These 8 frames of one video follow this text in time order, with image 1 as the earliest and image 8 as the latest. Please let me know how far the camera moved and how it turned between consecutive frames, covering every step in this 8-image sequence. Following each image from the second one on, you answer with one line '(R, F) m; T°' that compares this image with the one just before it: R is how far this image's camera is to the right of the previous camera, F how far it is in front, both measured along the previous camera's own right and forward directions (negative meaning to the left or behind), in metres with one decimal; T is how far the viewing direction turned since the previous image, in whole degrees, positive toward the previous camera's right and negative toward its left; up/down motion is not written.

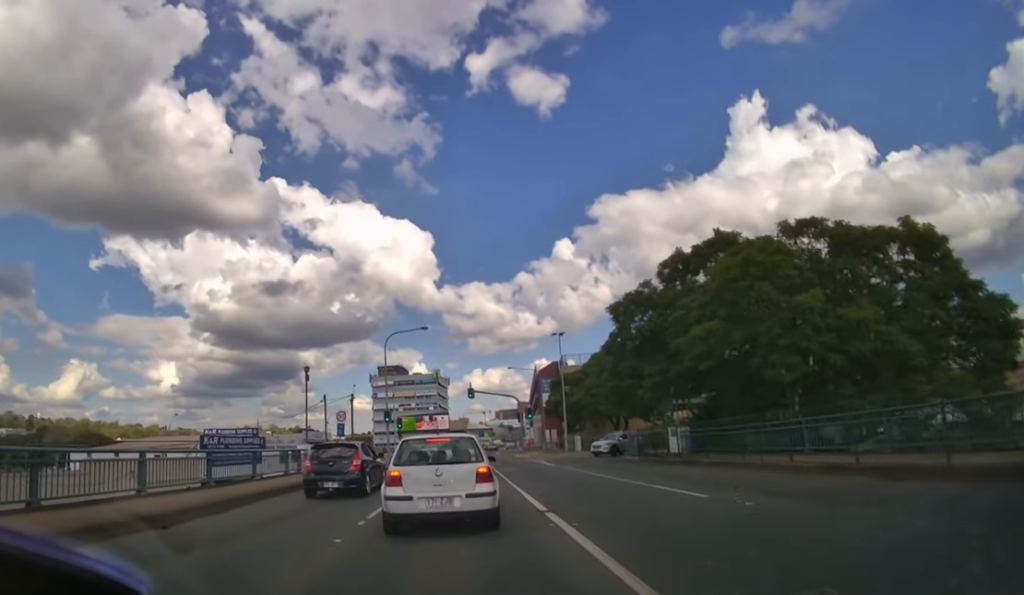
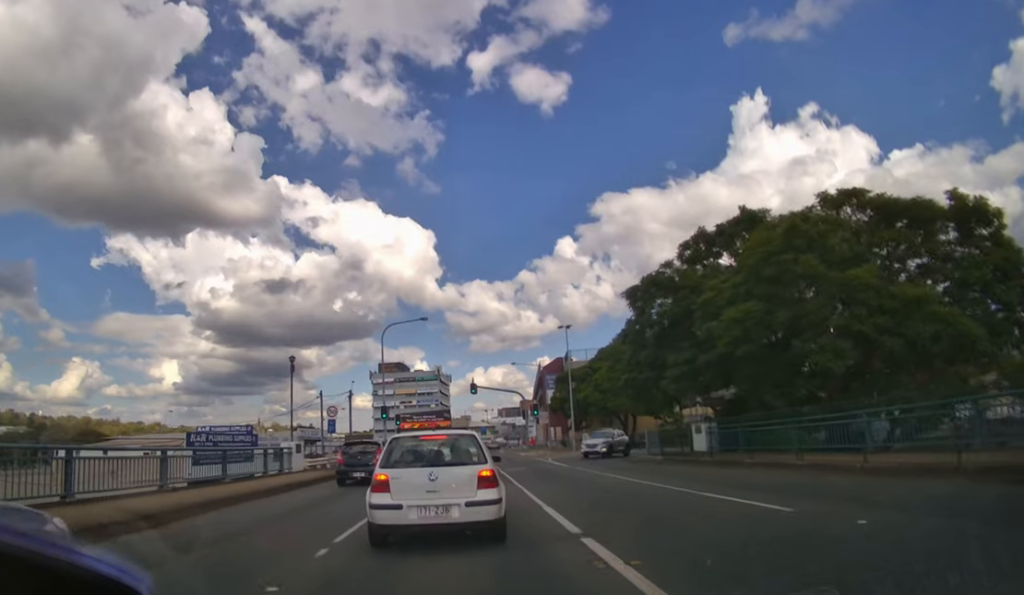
(0.0, +2.4) m; 0°
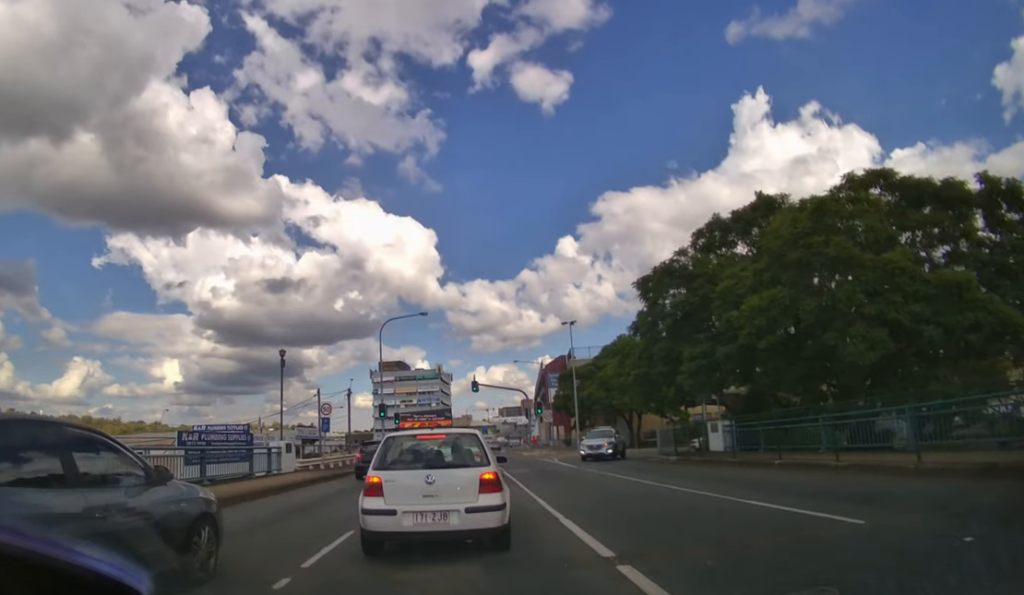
(0.0, +1.2) m; 0°
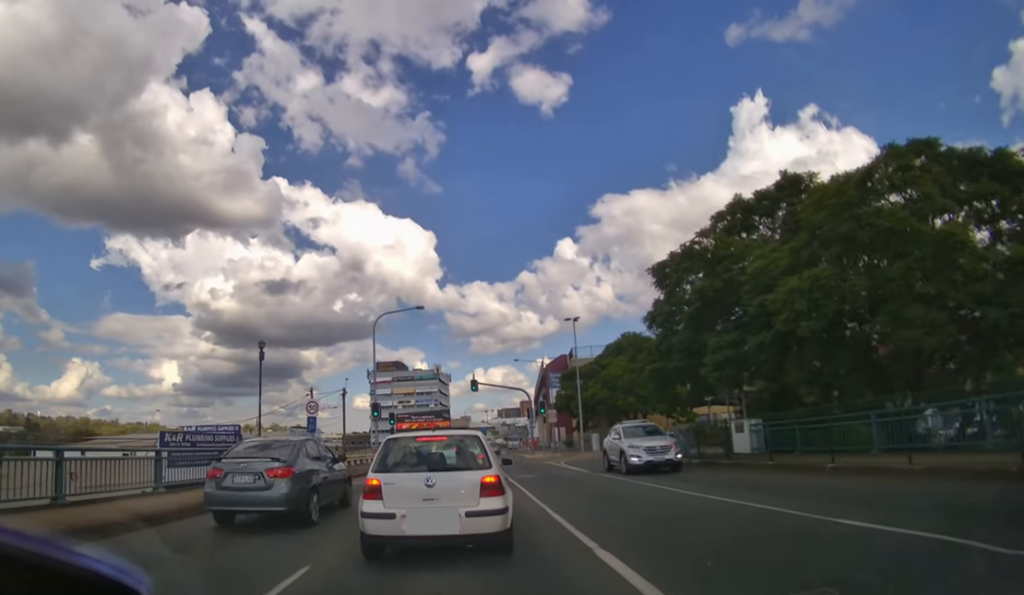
(0.0, +2.1) m; +1°
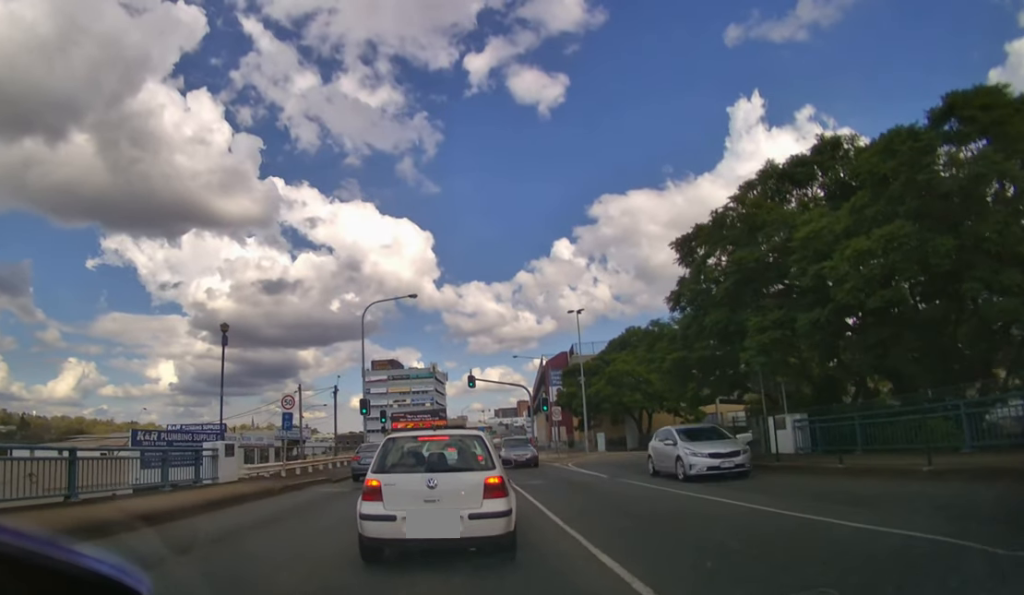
(0.0, +2.8) m; 0°
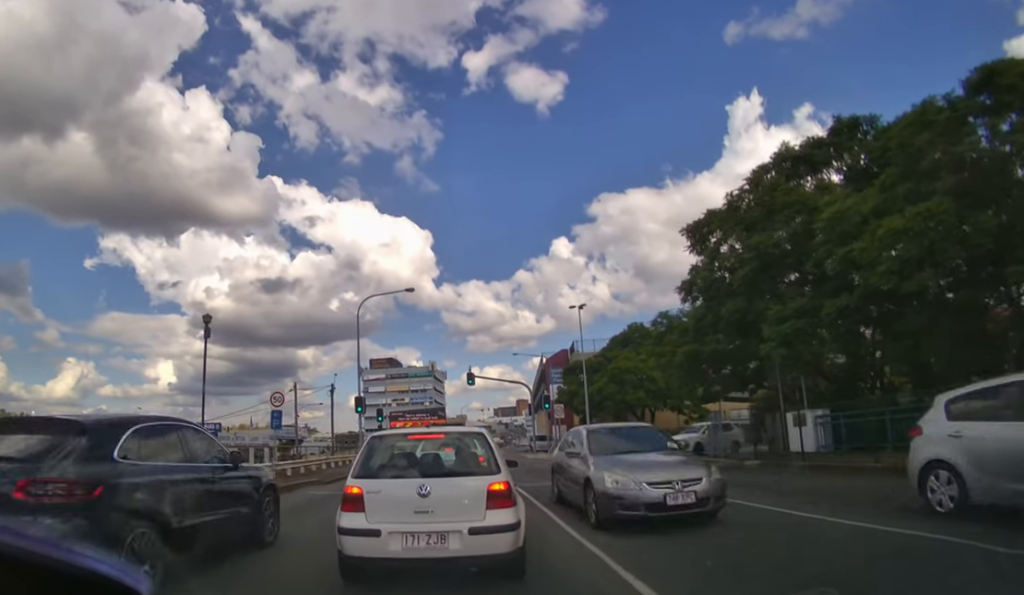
(0.0, +1.3) m; 0°
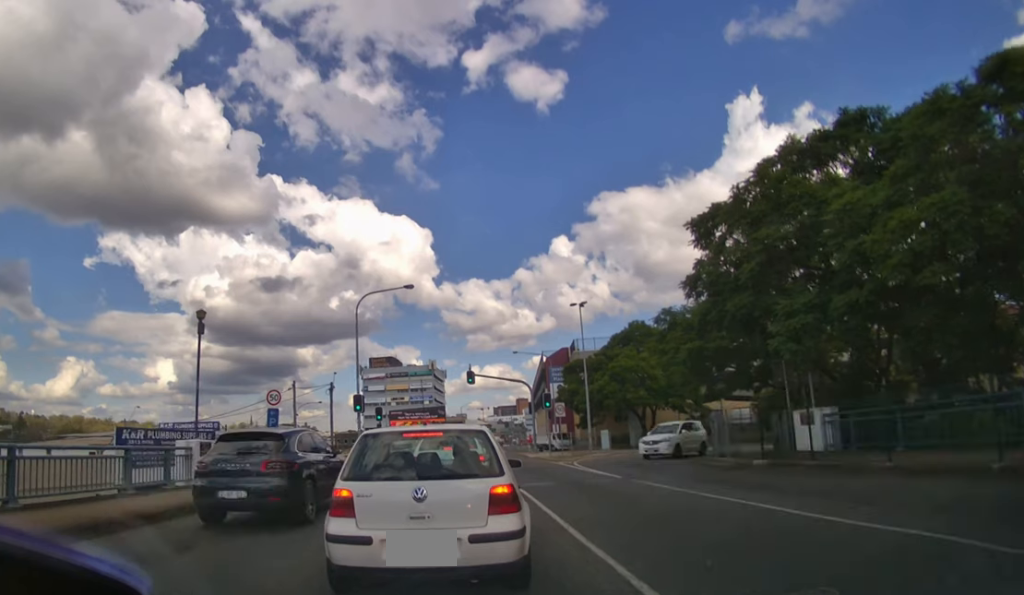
(0.0, +0.6) m; 0°
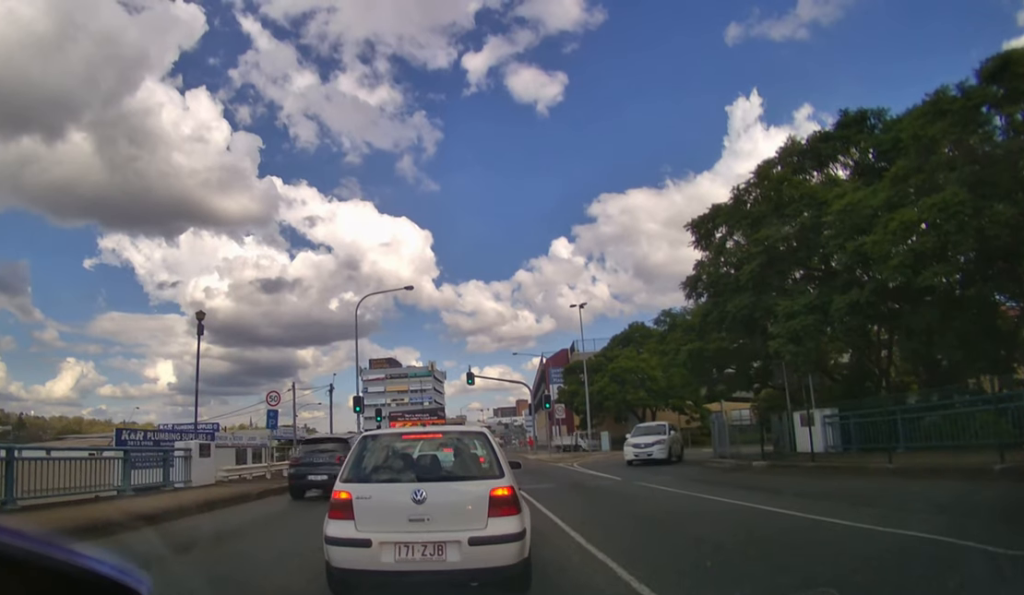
(0.0, +0.3) m; 0°
